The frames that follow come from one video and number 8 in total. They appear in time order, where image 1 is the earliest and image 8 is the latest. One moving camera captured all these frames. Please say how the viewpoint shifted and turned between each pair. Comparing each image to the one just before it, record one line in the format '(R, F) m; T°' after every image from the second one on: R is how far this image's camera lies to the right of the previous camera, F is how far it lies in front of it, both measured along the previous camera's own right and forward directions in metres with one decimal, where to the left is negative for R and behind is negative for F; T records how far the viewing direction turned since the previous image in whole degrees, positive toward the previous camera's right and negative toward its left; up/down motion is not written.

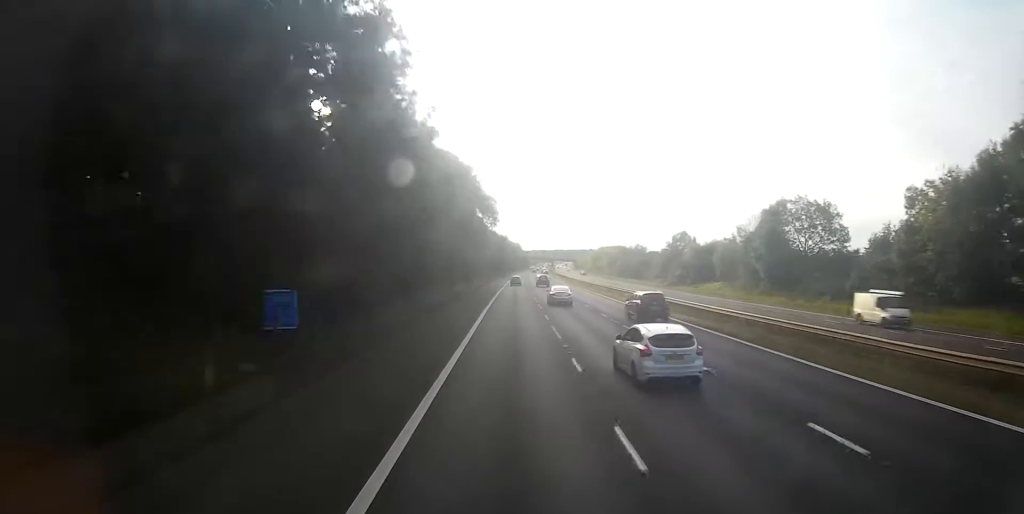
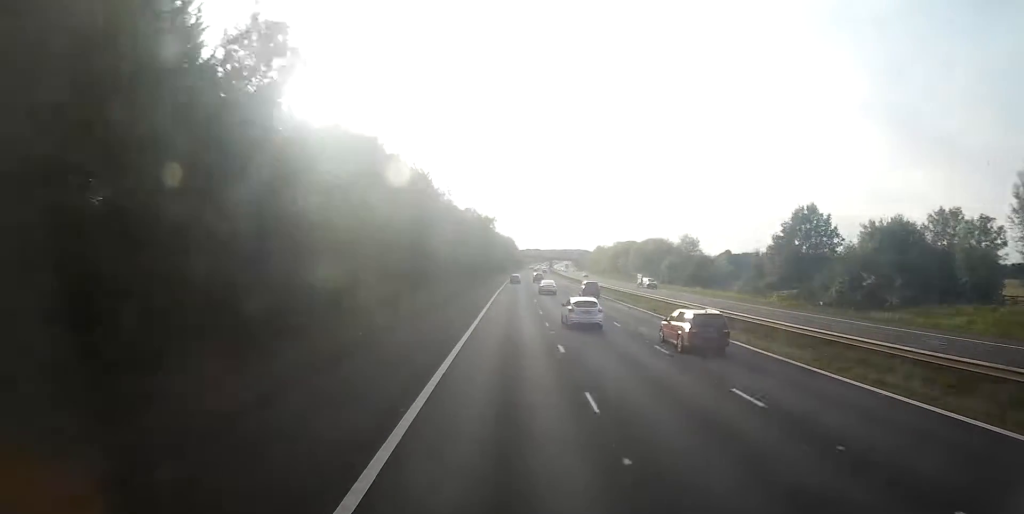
(+0.2, +66.9) m; +1°
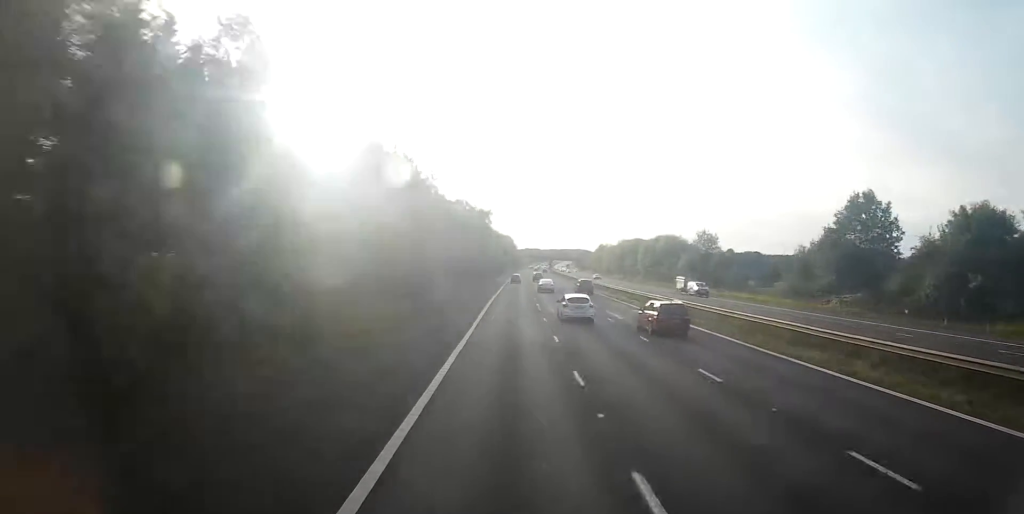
(+0.1, +14.7) m; 0°
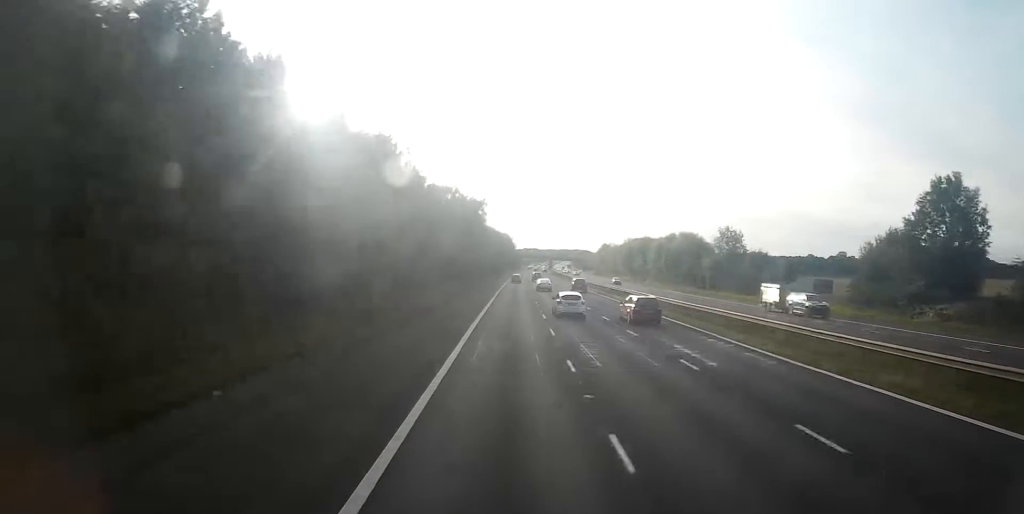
(0.0, +15.7) m; 0°
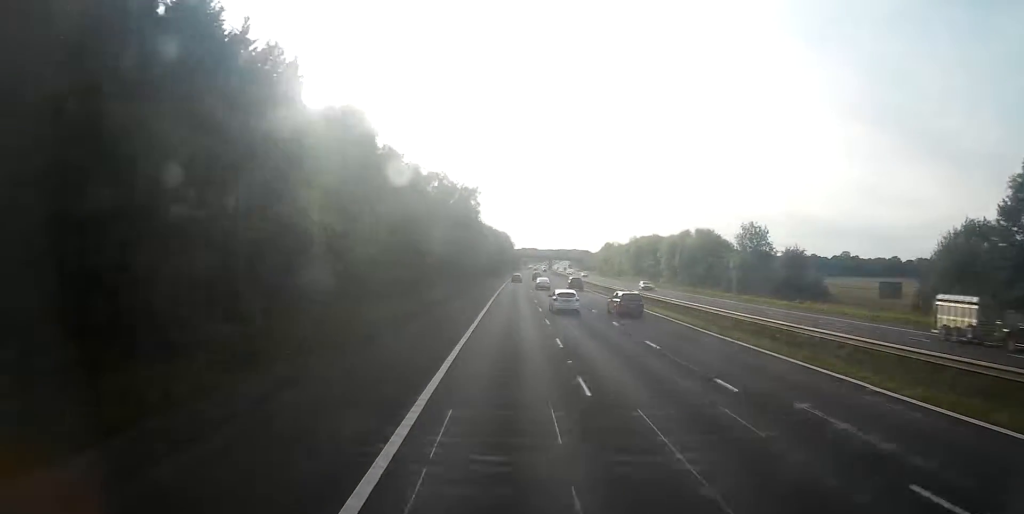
(0.0, +12.9) m; 0°
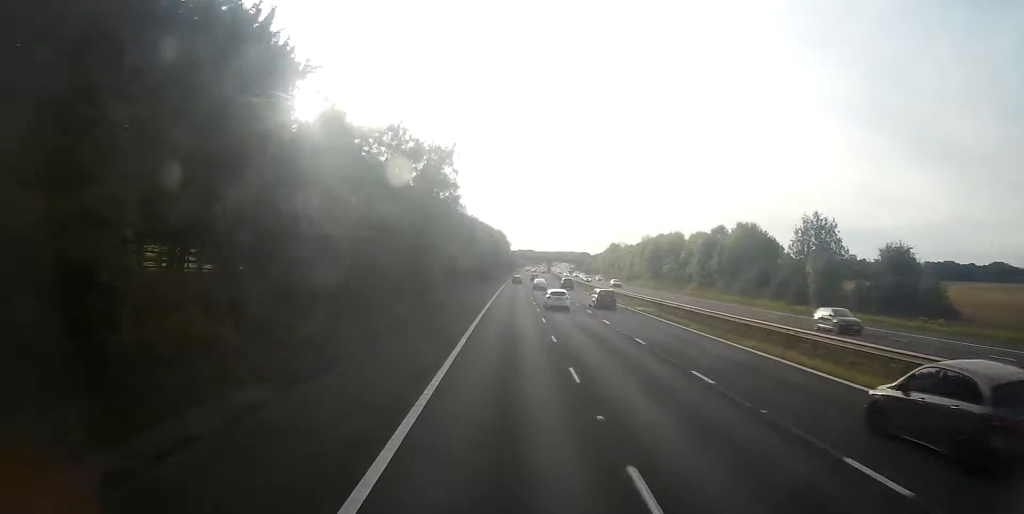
(-0.1, +24.7) m; -1°
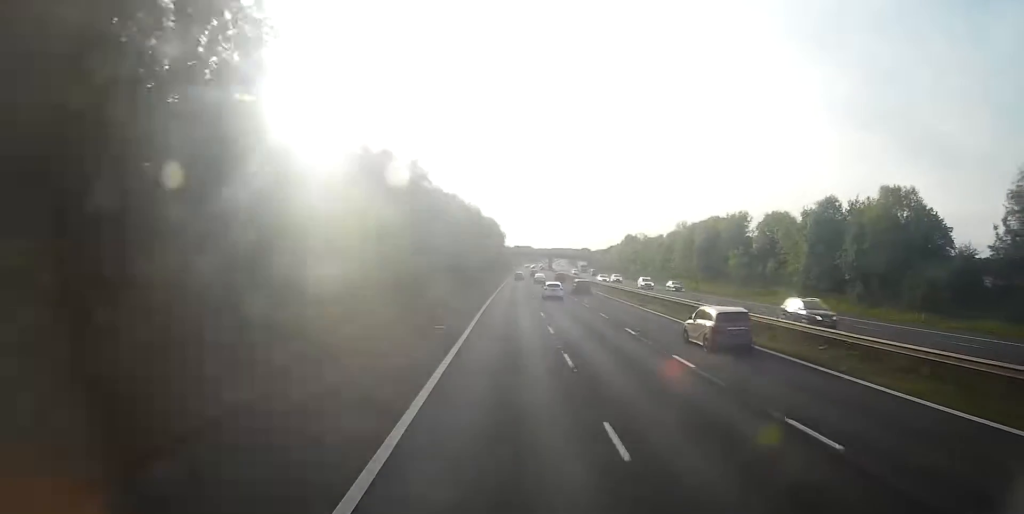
(0.0, +41.9) m; +1°
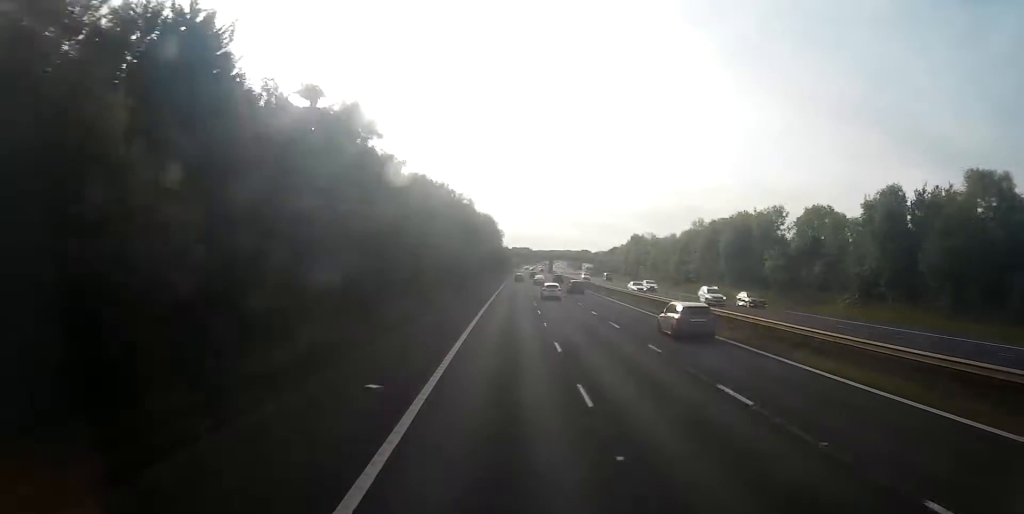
(+0.1, +13.7) m; 0°
